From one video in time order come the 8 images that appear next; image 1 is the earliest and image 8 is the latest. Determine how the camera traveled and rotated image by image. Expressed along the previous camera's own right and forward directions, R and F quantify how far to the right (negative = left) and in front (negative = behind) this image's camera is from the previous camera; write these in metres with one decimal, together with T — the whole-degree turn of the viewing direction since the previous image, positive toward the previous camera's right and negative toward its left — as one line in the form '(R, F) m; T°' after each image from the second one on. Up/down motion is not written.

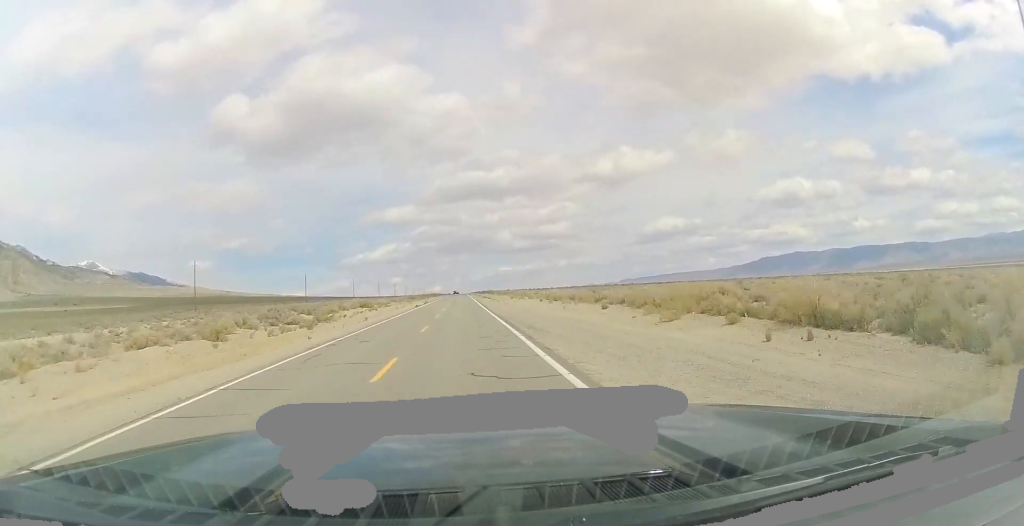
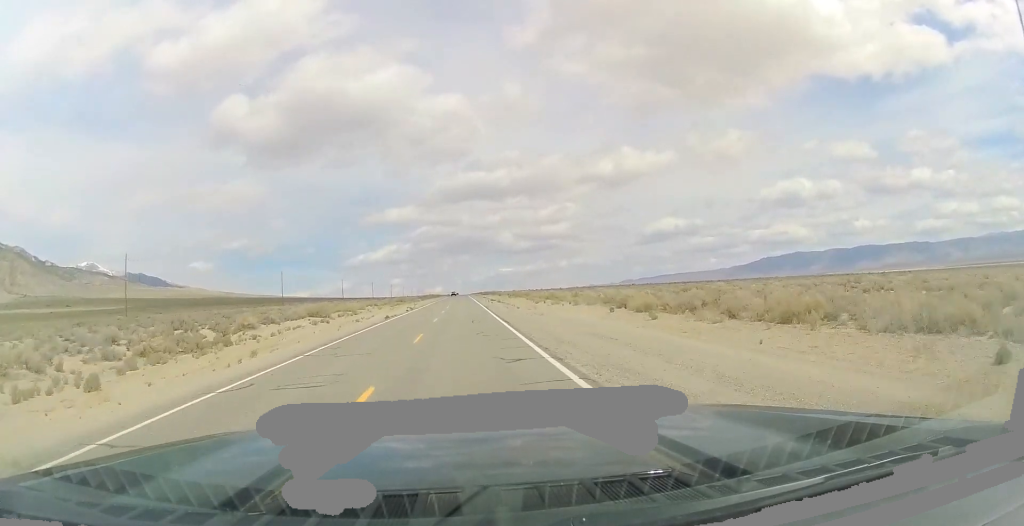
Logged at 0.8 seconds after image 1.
(0.0, +28.4) m; 0°
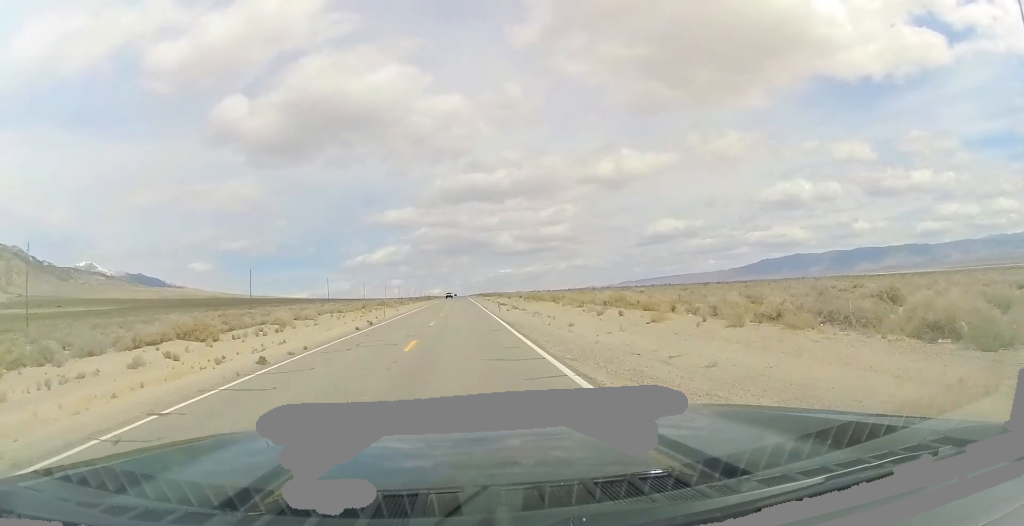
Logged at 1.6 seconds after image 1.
(+0.2, +27.2) m; 0°
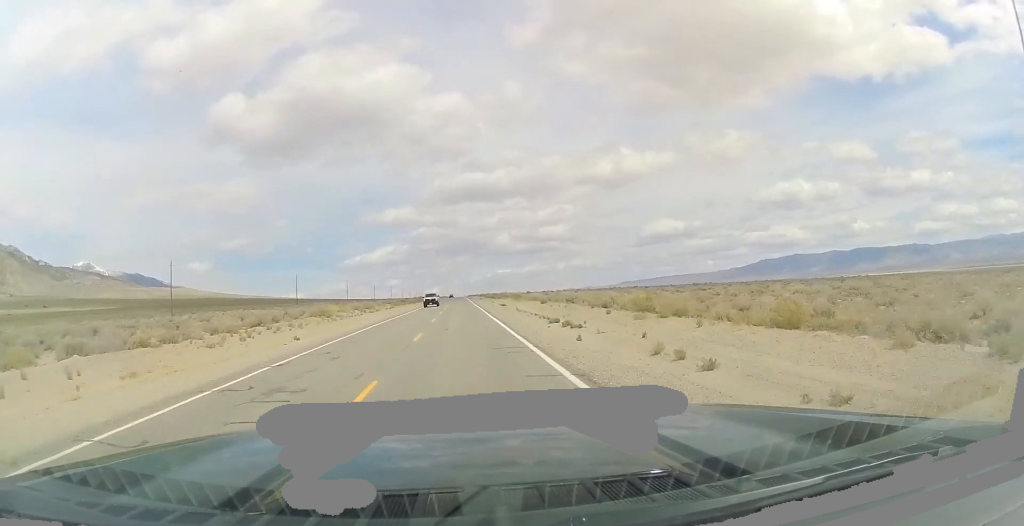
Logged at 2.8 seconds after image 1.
(-0.1, +45.0) m; 0°
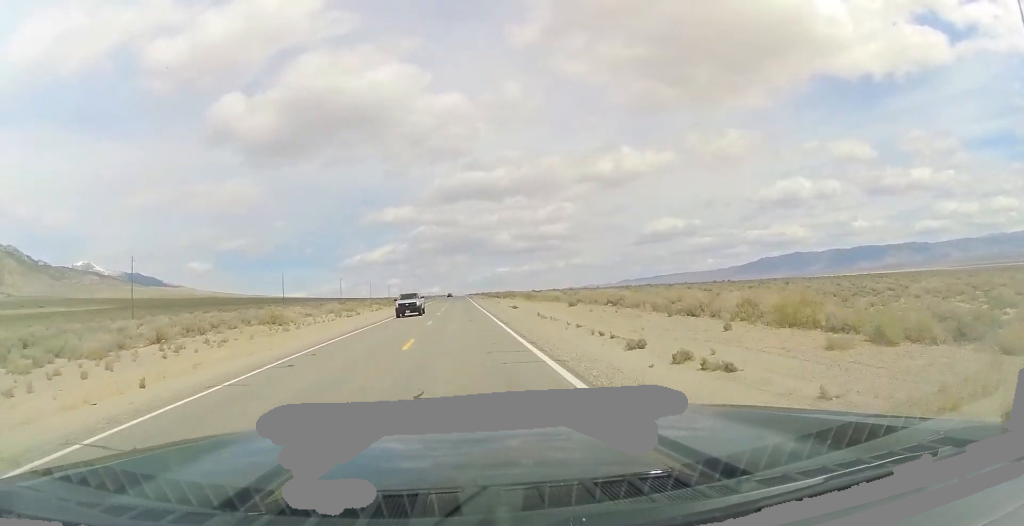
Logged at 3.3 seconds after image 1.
(0.0, +15.4) m; 0°
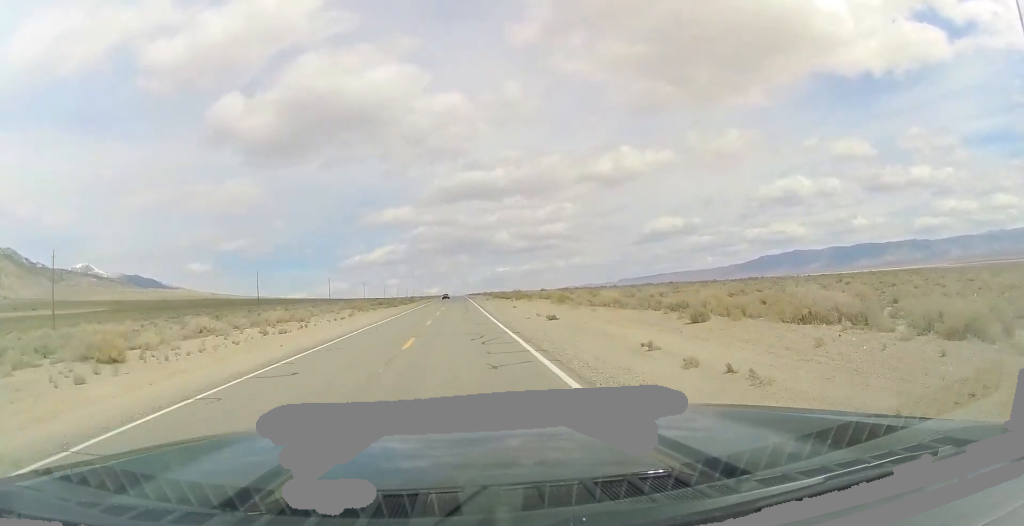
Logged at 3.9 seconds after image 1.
(0.0, +23.7) m; 0°
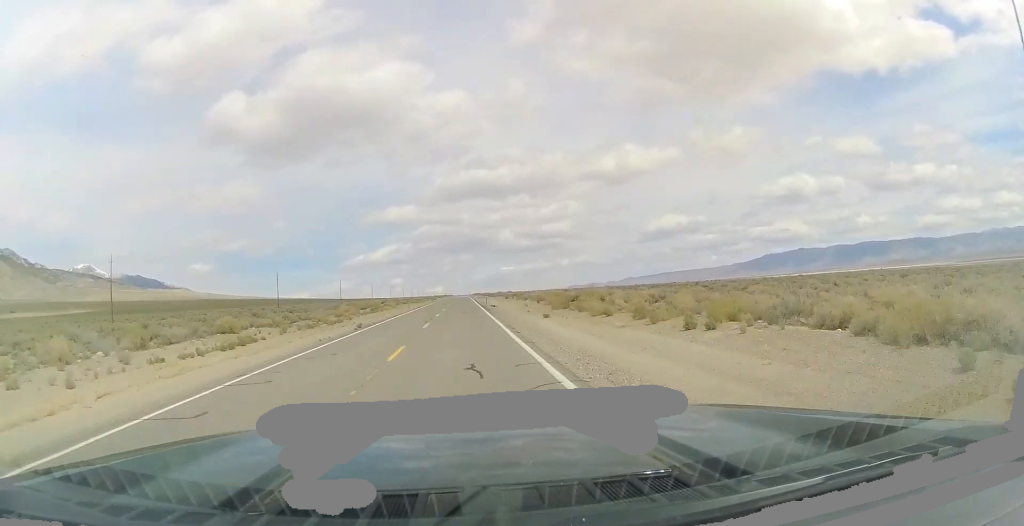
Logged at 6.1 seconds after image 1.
(+0.6, +75.7) m; 0°
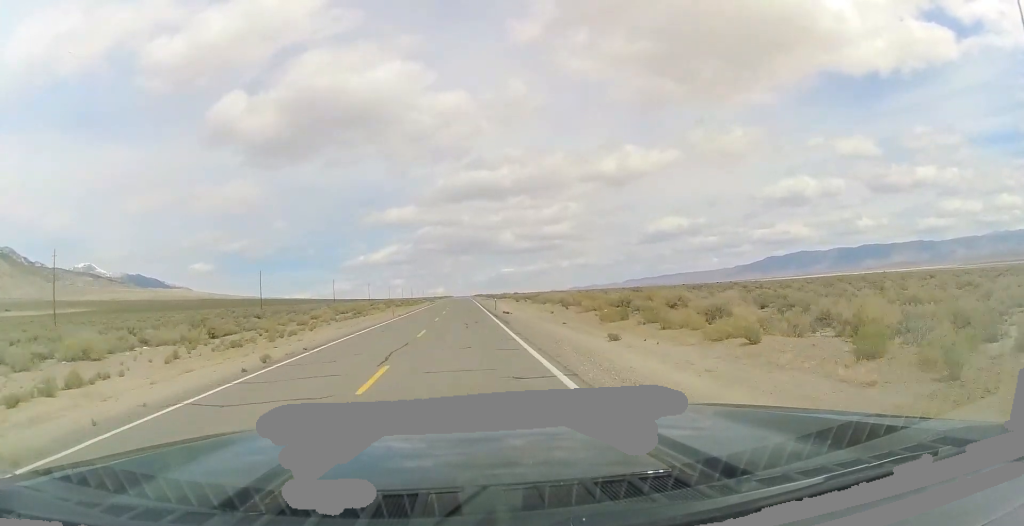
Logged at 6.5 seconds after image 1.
(-0.3, +16.6) m; 0°
